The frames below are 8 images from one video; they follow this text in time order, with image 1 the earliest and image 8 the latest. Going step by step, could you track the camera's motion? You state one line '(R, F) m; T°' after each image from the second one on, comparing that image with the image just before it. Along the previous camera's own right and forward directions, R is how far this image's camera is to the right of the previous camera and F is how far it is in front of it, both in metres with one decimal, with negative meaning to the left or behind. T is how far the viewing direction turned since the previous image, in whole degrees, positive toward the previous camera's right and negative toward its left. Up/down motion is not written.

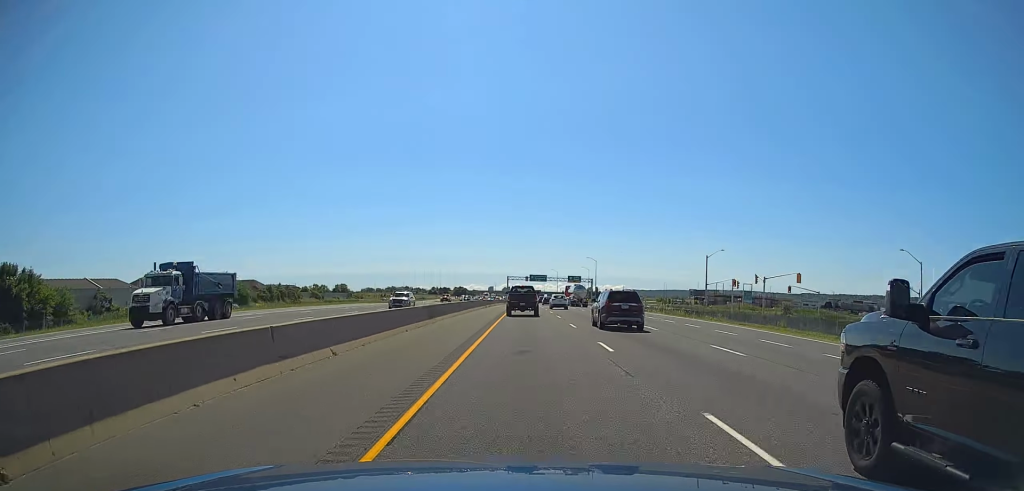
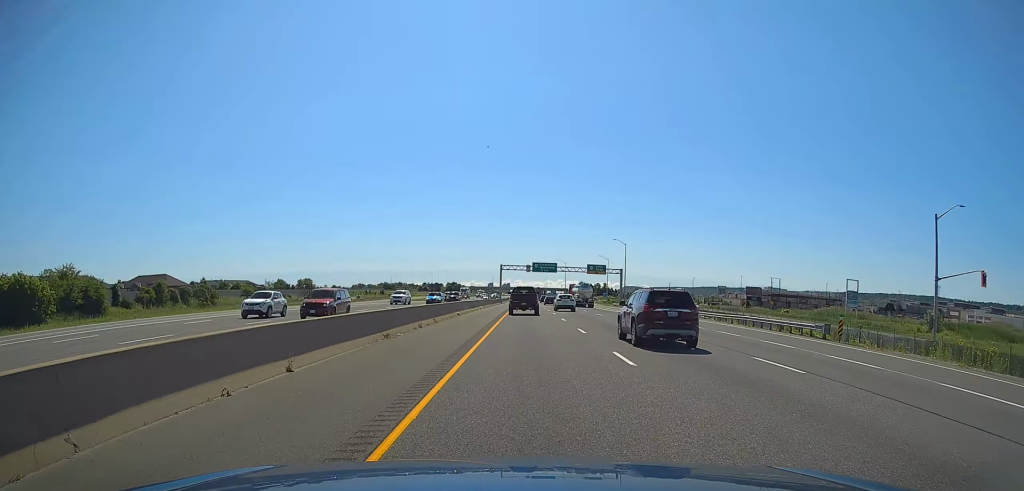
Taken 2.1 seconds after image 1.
(+0.1, +64.9) m; 0°
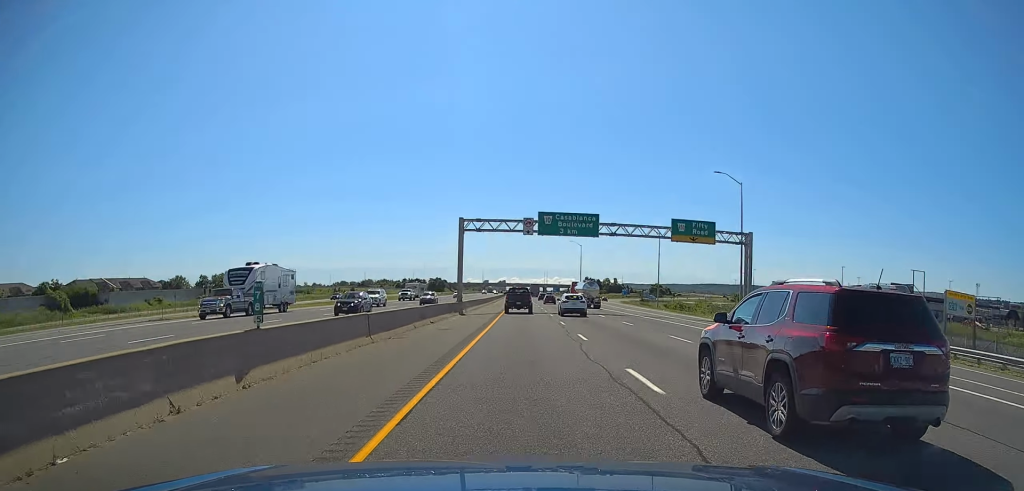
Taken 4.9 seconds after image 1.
(0.0, +89.1) m; 0°
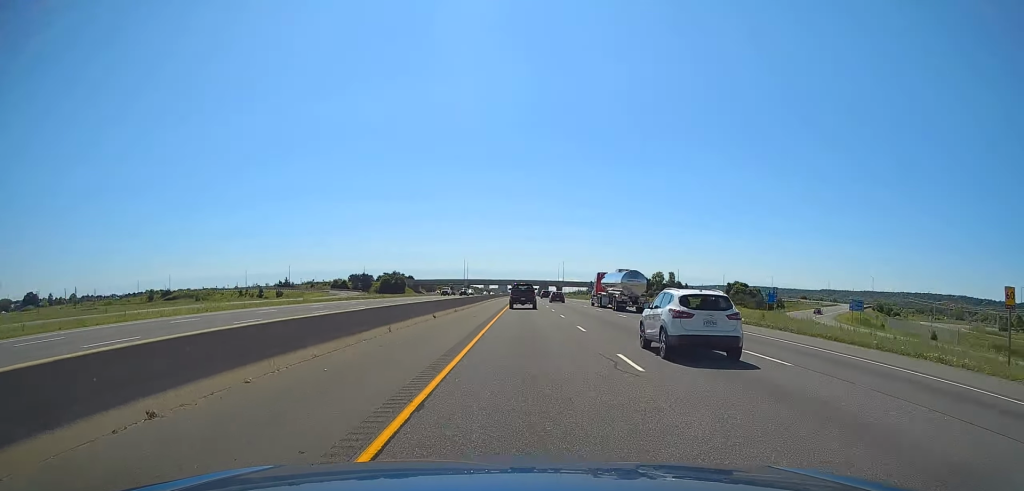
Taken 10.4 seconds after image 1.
(0.0, +173.9) m; 0°
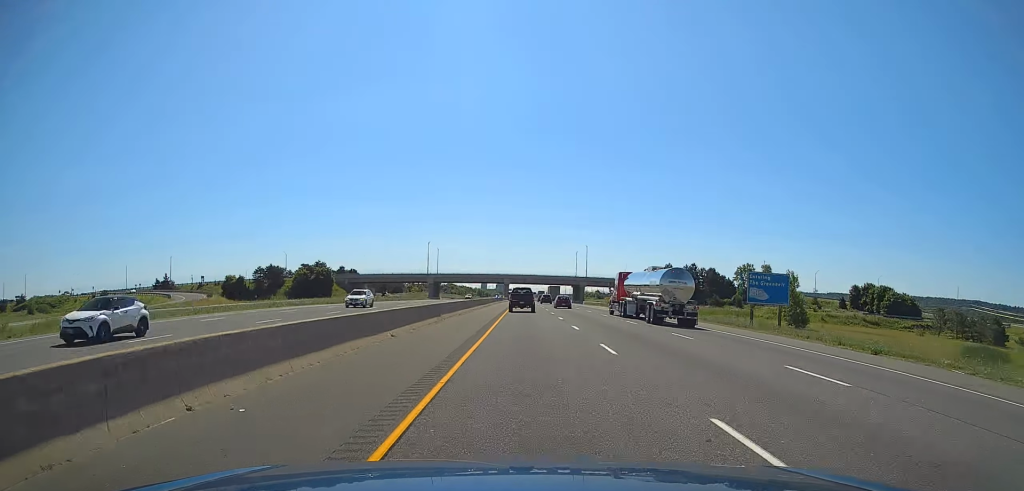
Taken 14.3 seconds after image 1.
(+0.1, +124.3) m; 0°
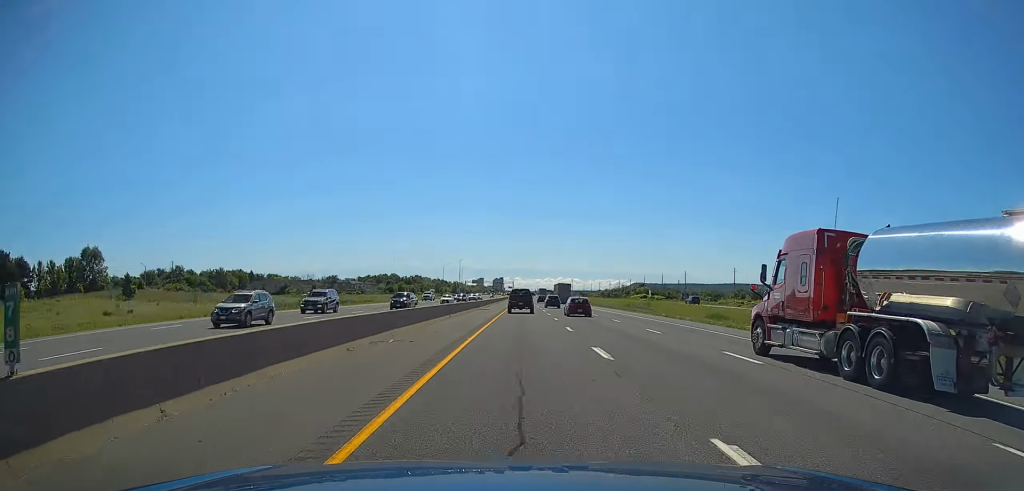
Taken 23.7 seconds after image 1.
(+0.1, +297.6) m; 0°
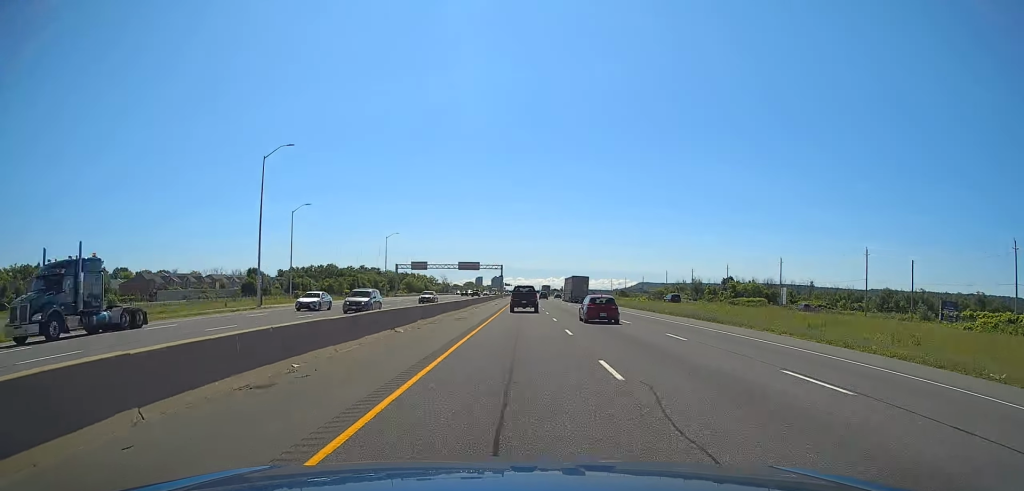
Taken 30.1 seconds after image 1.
(-0.5, +204.8) m; 0°
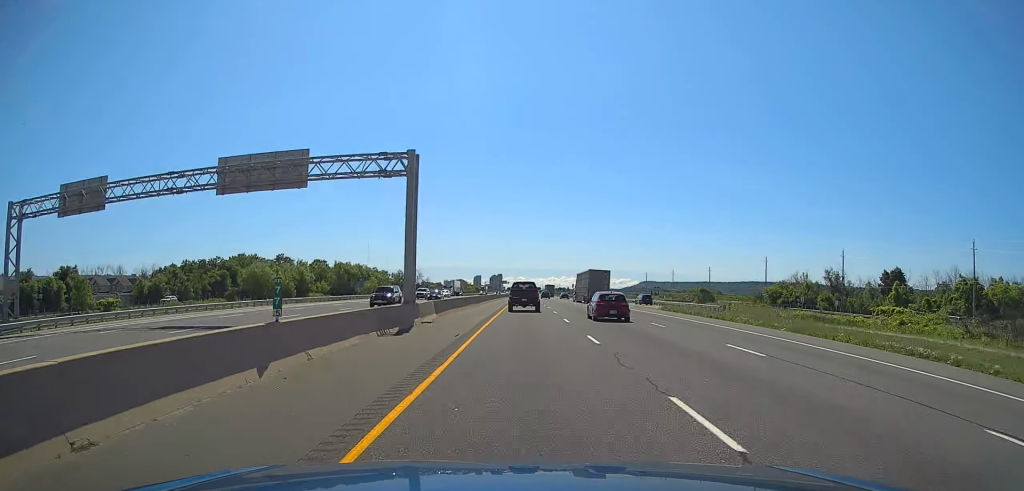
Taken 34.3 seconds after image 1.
(-0.2, +131.7) m; 0°
